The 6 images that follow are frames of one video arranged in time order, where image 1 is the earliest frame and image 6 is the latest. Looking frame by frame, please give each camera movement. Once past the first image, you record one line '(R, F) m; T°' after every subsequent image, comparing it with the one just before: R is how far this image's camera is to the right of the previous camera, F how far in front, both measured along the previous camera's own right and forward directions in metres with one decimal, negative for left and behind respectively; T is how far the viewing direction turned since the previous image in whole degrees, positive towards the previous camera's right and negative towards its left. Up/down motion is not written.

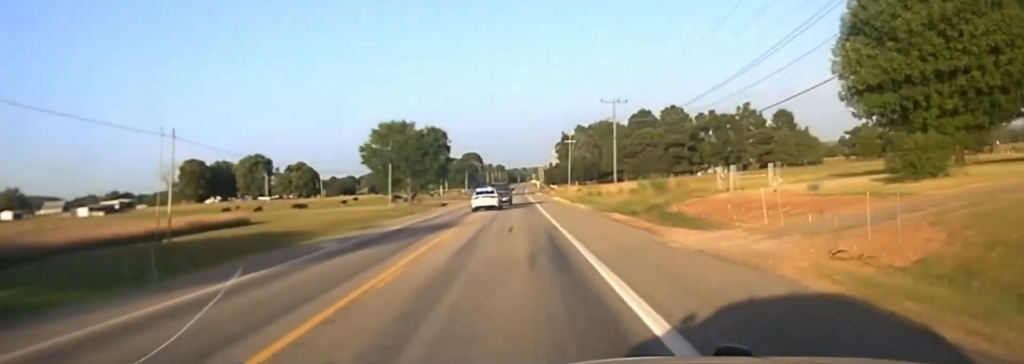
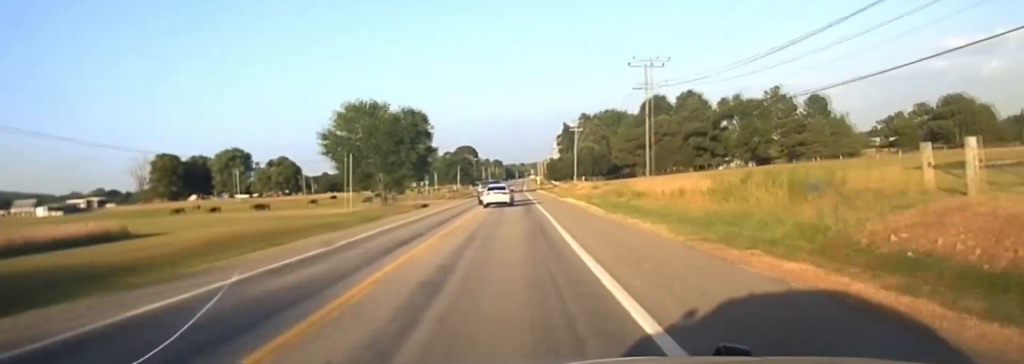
(+0.2, +26.2) m; 0°
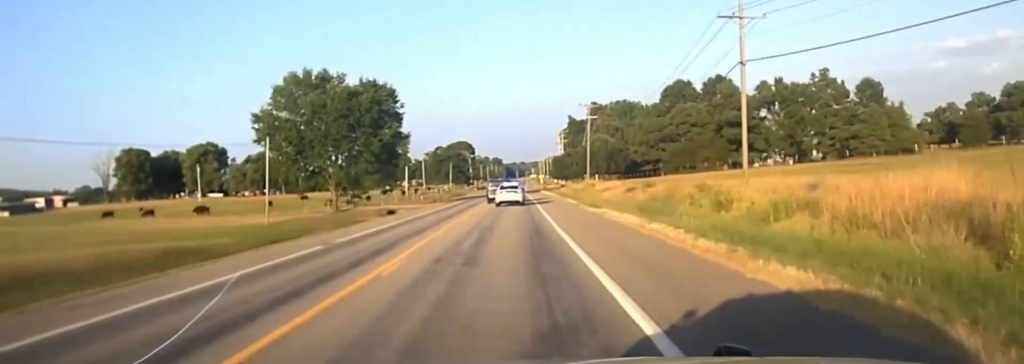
(0.0, +29.5) m; 0°
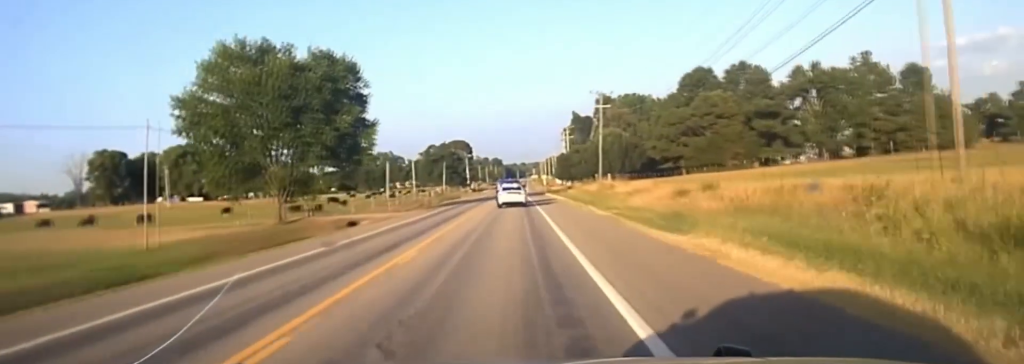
(0.0, +20.7) m; 0°
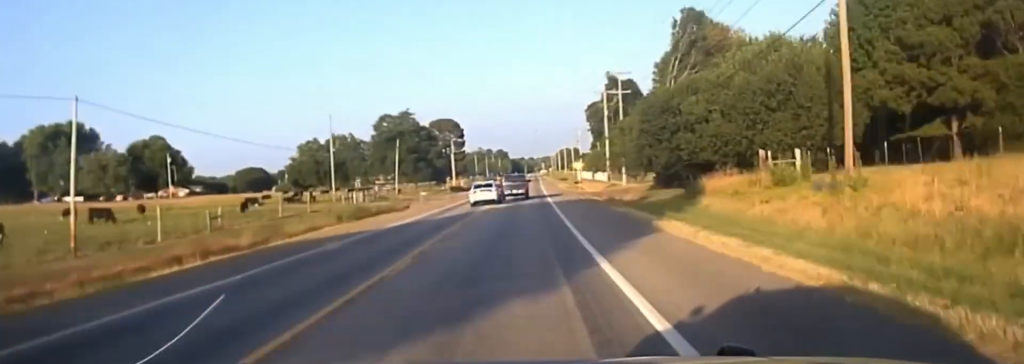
(-1.0, +86.6) m; -1°
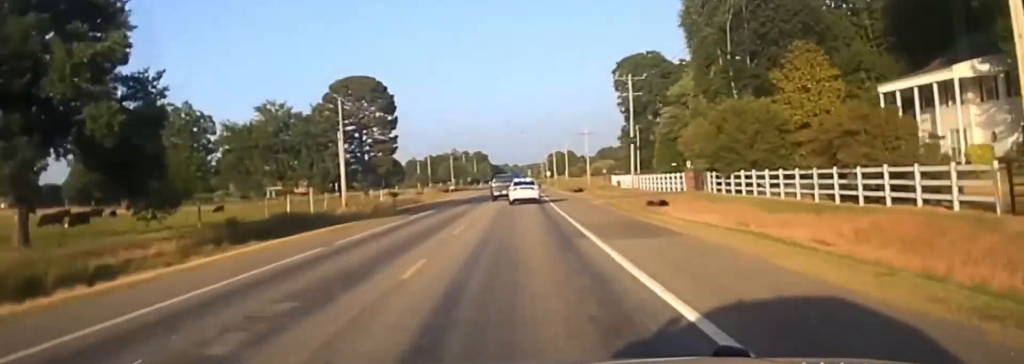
(+1.4, +108.7) m; +1°
